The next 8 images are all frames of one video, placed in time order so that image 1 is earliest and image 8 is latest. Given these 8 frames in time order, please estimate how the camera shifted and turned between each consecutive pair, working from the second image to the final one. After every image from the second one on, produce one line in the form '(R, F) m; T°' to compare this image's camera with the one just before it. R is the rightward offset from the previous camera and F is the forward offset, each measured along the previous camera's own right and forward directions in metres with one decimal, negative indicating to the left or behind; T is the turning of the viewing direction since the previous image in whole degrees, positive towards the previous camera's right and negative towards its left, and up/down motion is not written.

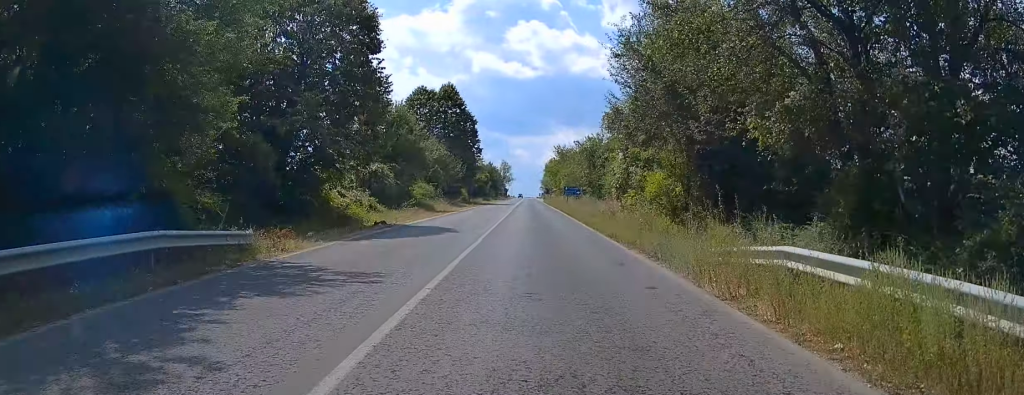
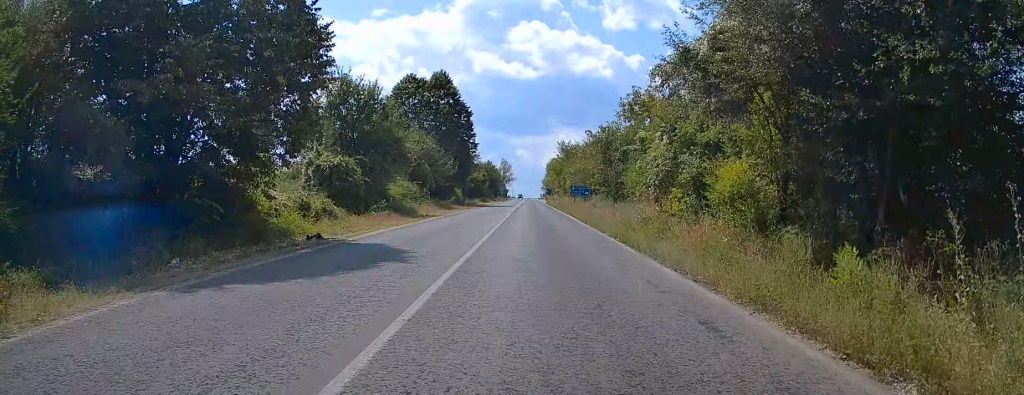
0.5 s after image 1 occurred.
(0.0, +9.4) m; 0°
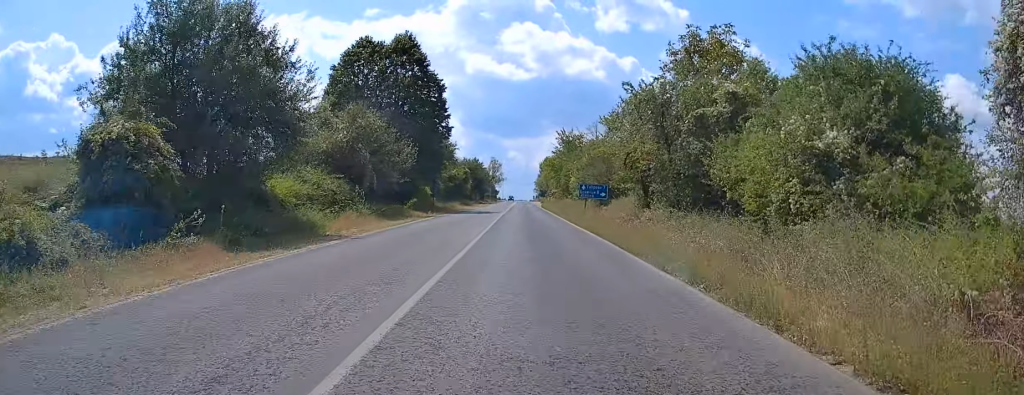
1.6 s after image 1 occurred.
(-0.1, +19.9) m; 0°
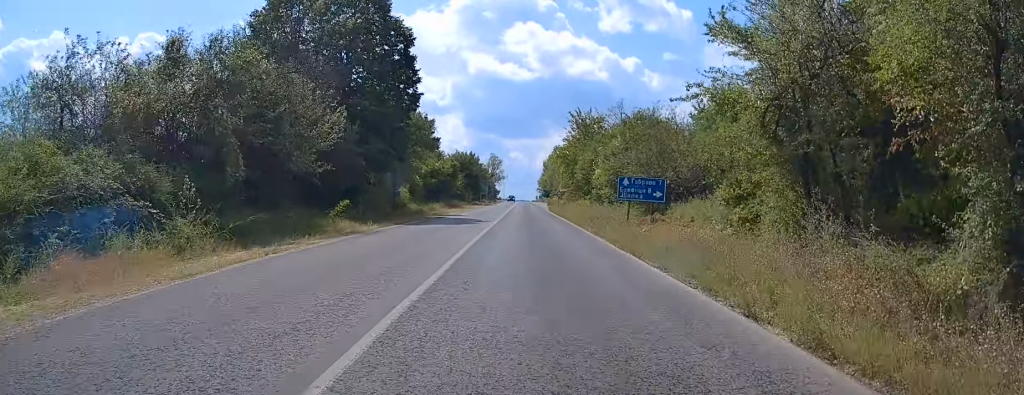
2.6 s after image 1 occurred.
(-0.1, +18.5) m; 0°
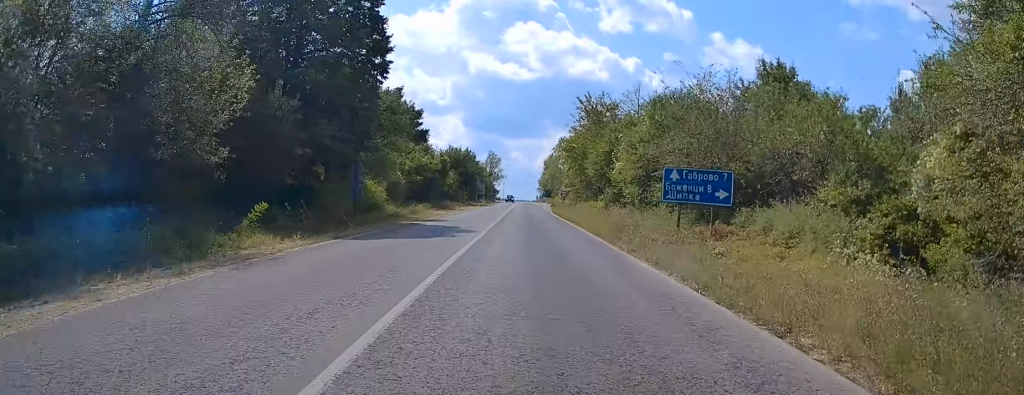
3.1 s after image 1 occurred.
(0.0, +9.1) m; 0°
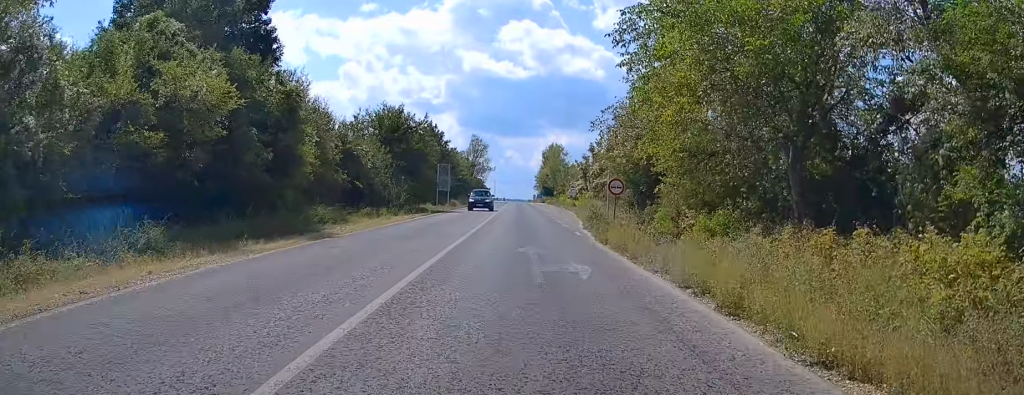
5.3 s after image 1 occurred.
(0.0, +41.5) m; 0°
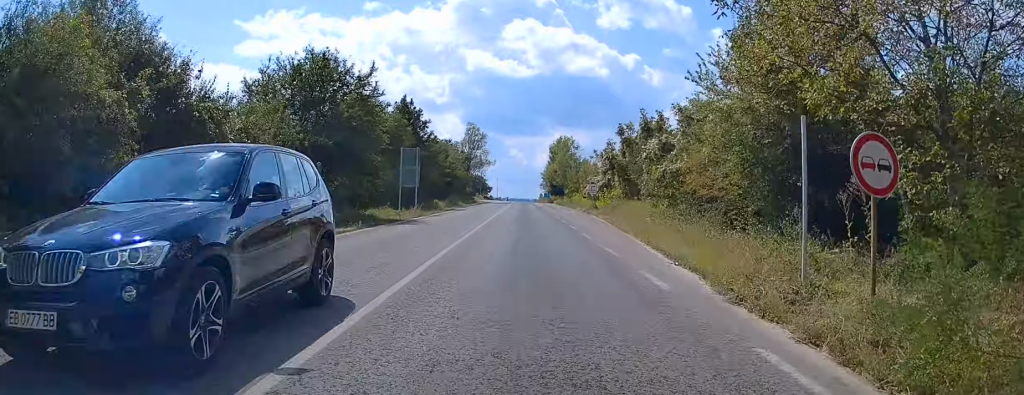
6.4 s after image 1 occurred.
(0.0, +20.2) m; 0°
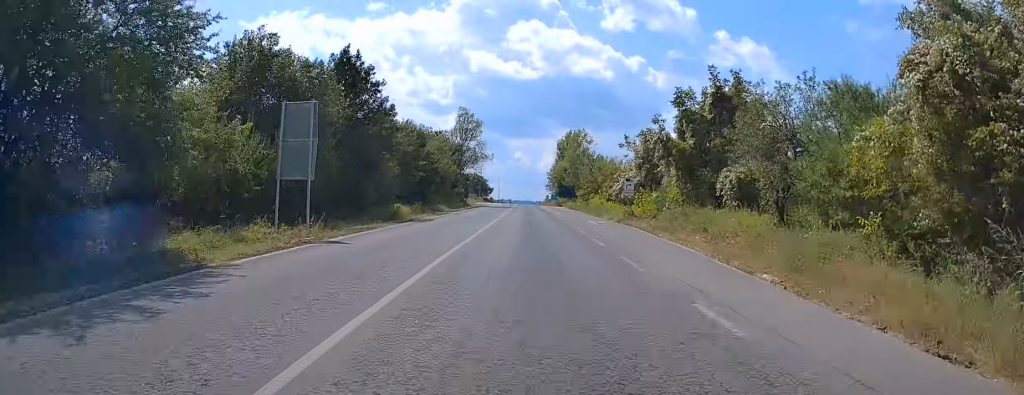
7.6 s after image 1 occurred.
(+0.1, +20.7) m; 0°
